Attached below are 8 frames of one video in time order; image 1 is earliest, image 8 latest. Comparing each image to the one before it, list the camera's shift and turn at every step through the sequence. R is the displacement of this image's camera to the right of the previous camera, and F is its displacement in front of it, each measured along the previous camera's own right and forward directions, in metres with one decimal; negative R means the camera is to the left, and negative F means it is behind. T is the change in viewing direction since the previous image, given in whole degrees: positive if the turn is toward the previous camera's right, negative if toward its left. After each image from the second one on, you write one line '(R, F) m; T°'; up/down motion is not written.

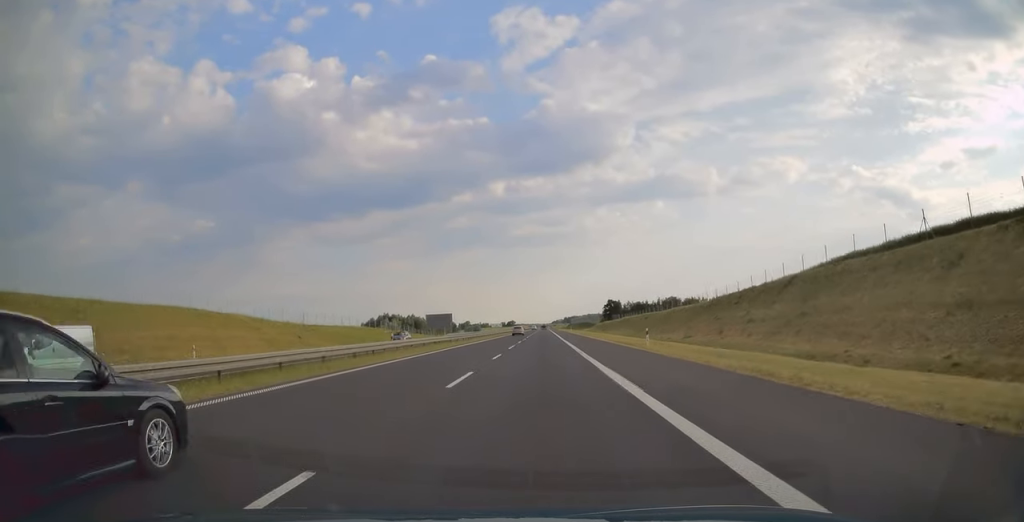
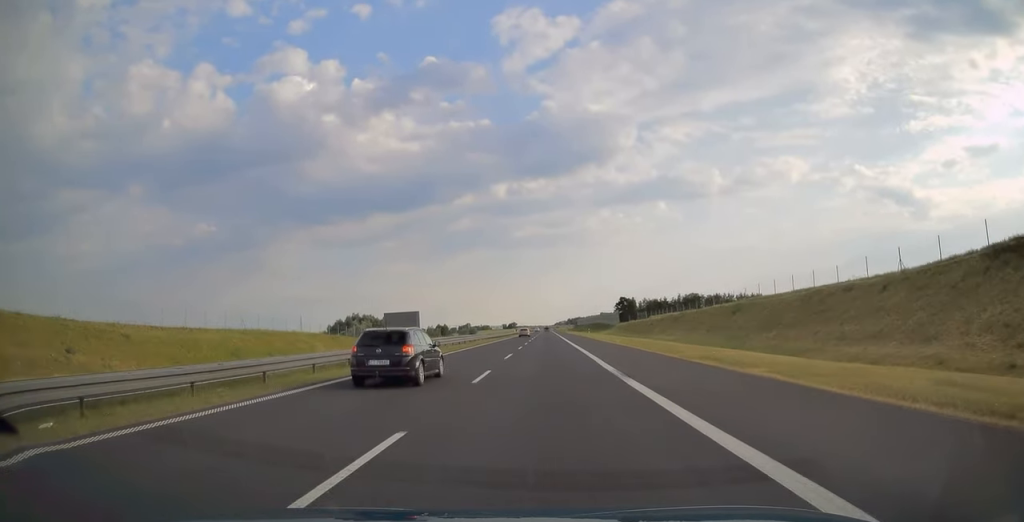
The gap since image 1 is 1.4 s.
(0.0, +45.8) m; 0°
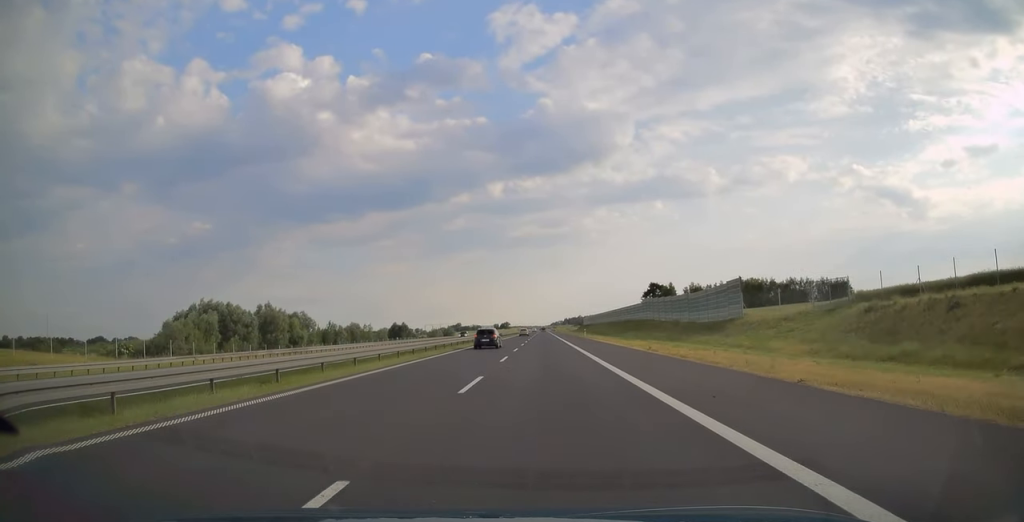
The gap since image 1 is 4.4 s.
(-0.3, +99.1) m; 0°
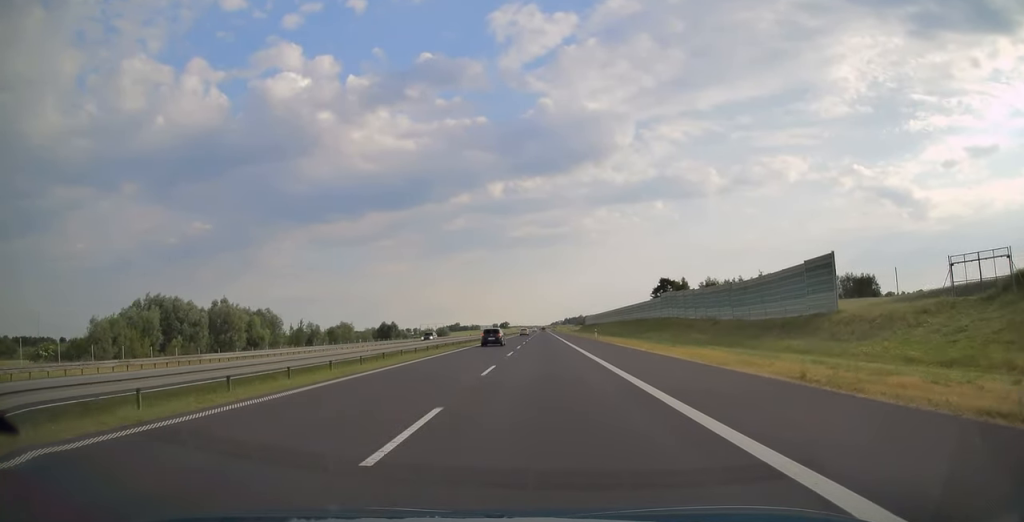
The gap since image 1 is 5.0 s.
(0.0, +19.0) m; 0°
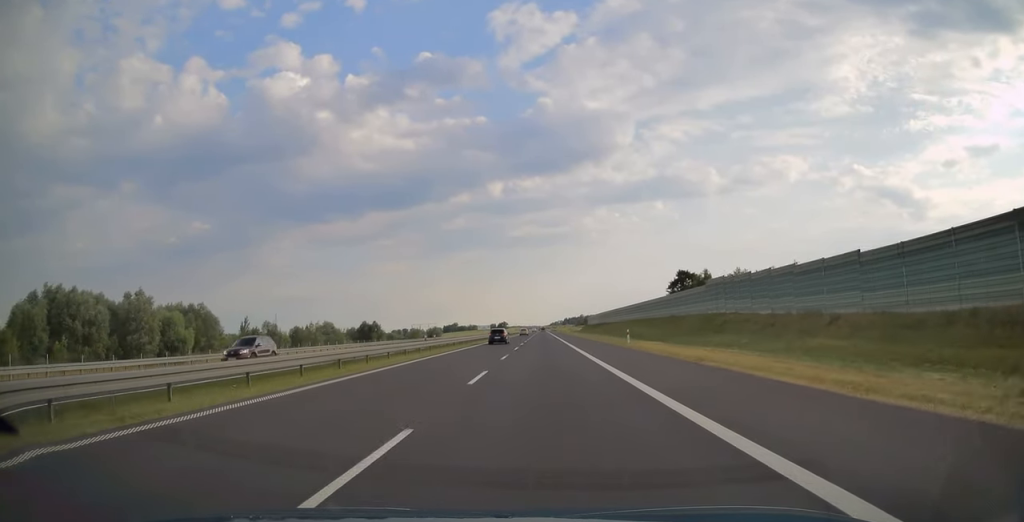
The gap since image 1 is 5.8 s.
(0.0, +26.7) m; 0°
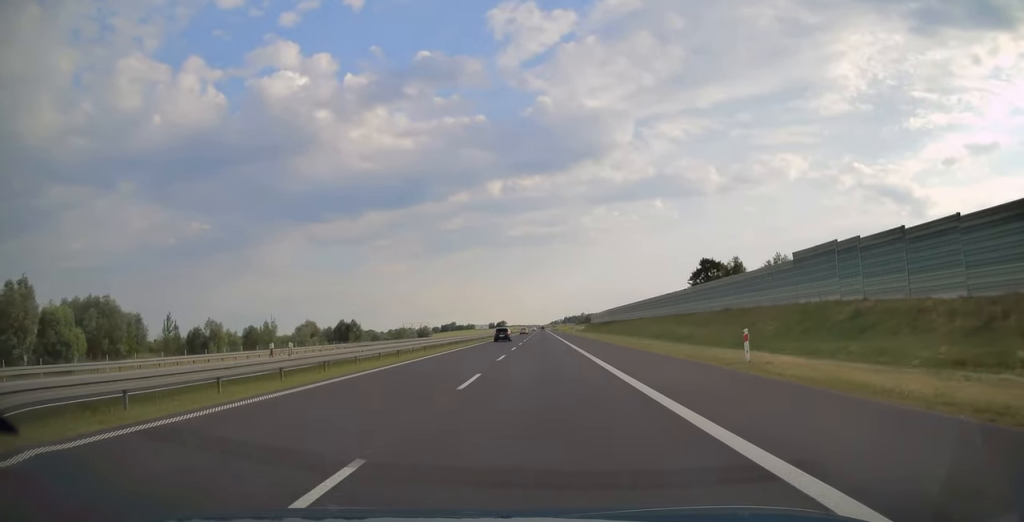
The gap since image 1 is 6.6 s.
(0.0, +25.6) m; 0°
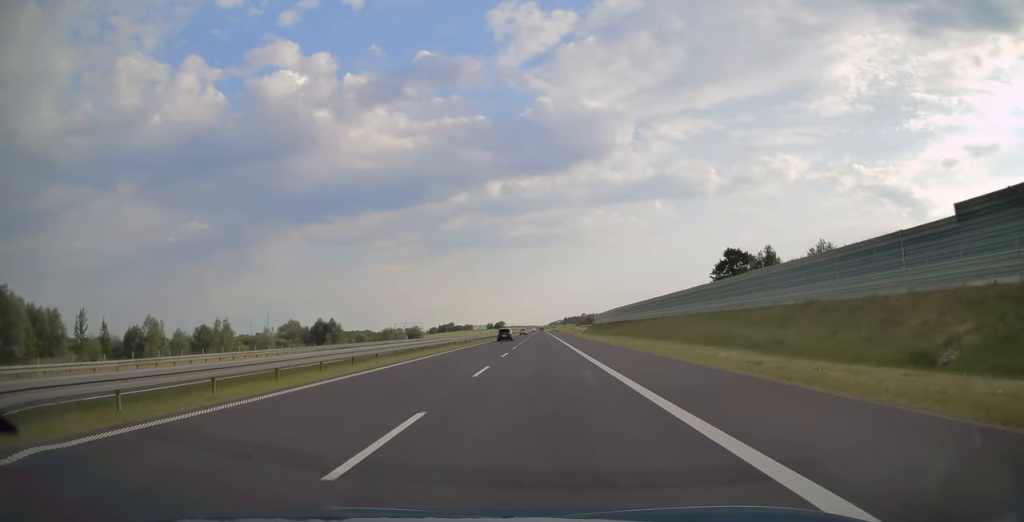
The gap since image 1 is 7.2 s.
(0.0, +20.1) m; 0°
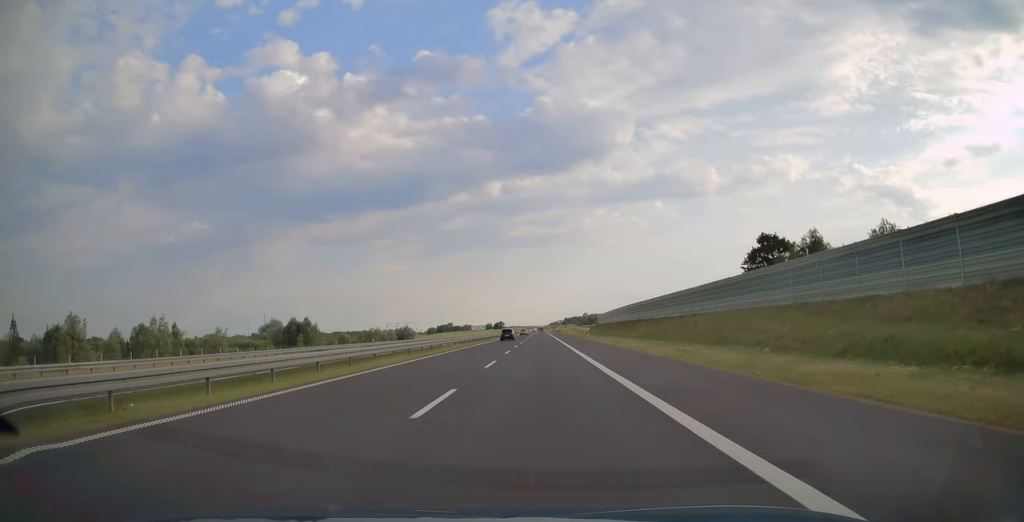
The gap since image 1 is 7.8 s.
(0.0, +20.2) m; 0°
